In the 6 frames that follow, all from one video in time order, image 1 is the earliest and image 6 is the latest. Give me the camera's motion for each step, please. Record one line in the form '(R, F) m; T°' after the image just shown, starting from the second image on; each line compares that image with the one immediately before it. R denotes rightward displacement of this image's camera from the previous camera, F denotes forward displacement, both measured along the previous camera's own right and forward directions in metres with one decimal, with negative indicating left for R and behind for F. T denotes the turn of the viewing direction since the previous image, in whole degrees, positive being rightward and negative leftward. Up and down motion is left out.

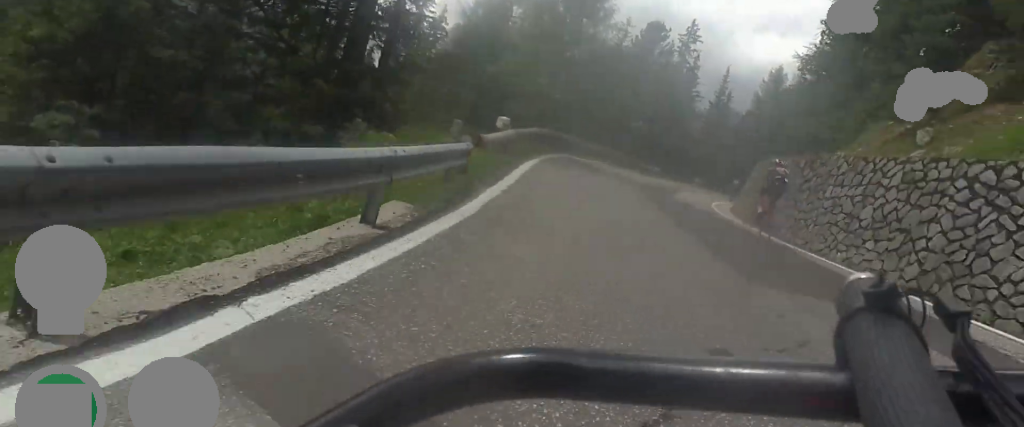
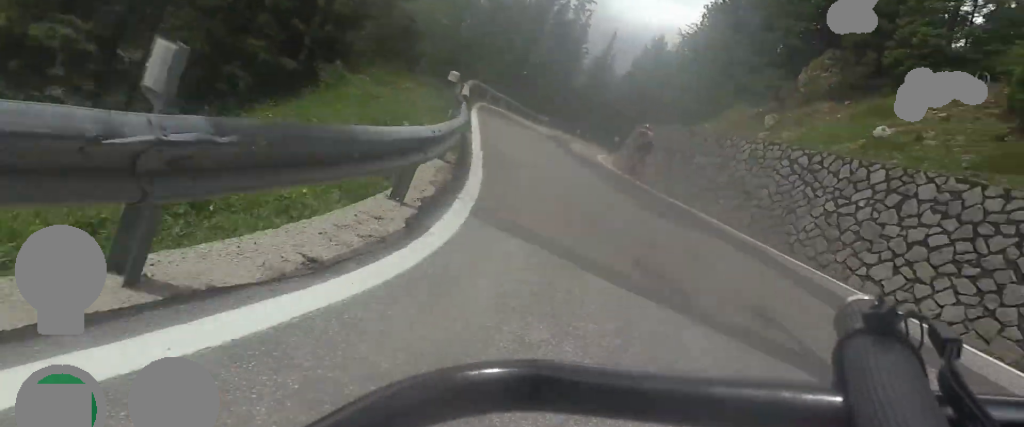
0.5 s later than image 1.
(-0.3, +4.6) m; +5°
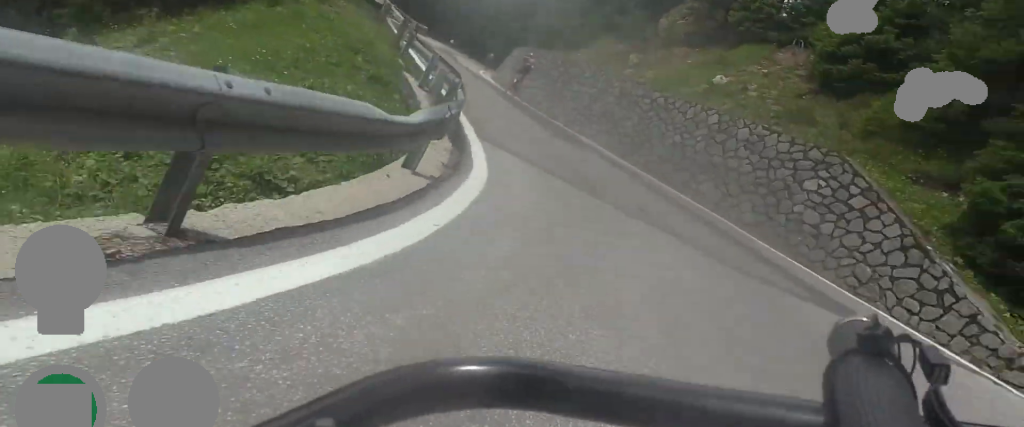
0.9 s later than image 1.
(+0.4, +4.2) m; +11°
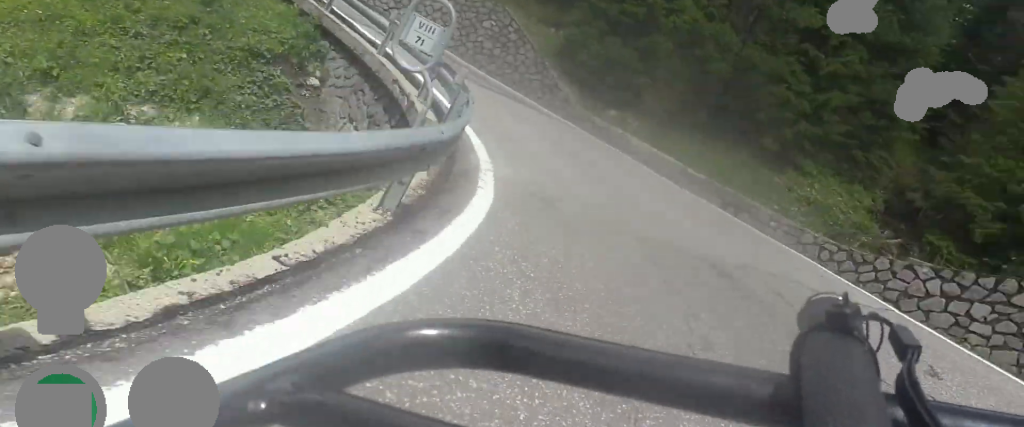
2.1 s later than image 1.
(+2.7, +9.3) m; +31°
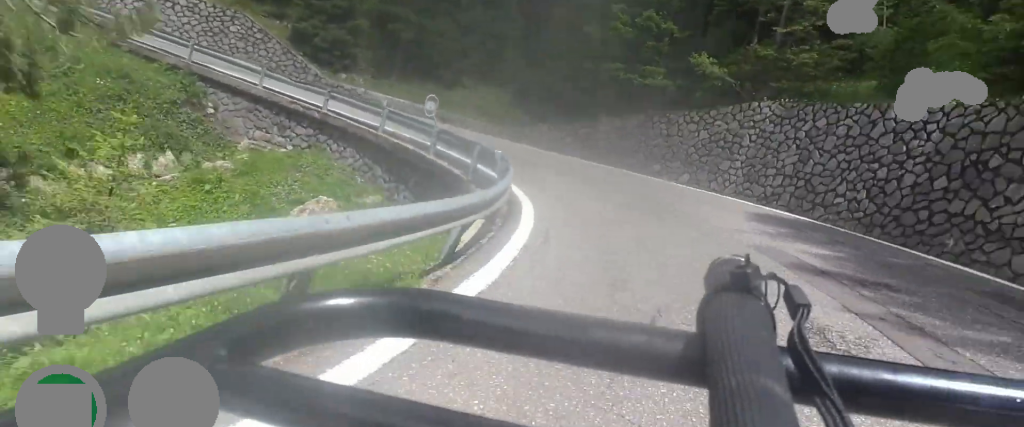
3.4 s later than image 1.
(+3.4, +11.9) m; +32°
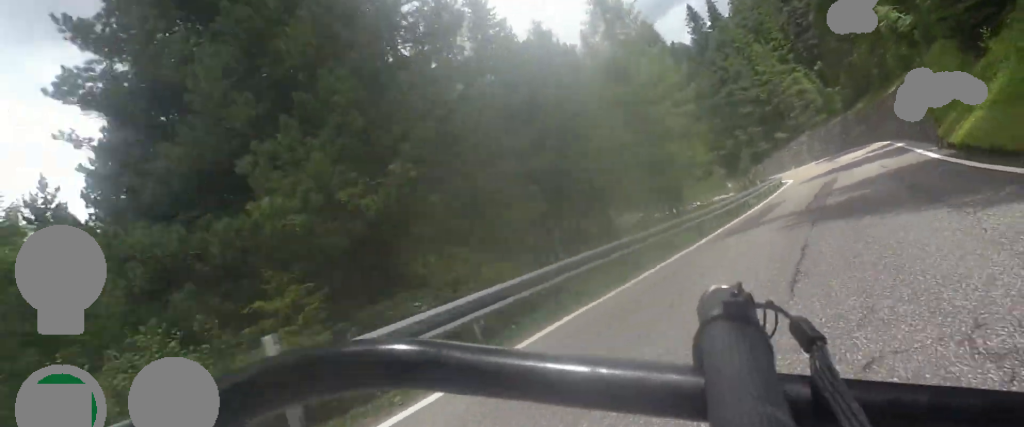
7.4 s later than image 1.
(+16.0, +44.9) m; +14°
